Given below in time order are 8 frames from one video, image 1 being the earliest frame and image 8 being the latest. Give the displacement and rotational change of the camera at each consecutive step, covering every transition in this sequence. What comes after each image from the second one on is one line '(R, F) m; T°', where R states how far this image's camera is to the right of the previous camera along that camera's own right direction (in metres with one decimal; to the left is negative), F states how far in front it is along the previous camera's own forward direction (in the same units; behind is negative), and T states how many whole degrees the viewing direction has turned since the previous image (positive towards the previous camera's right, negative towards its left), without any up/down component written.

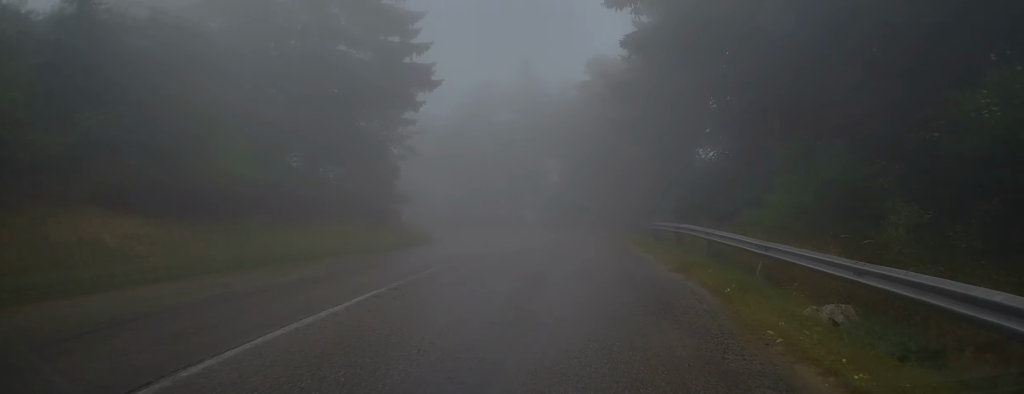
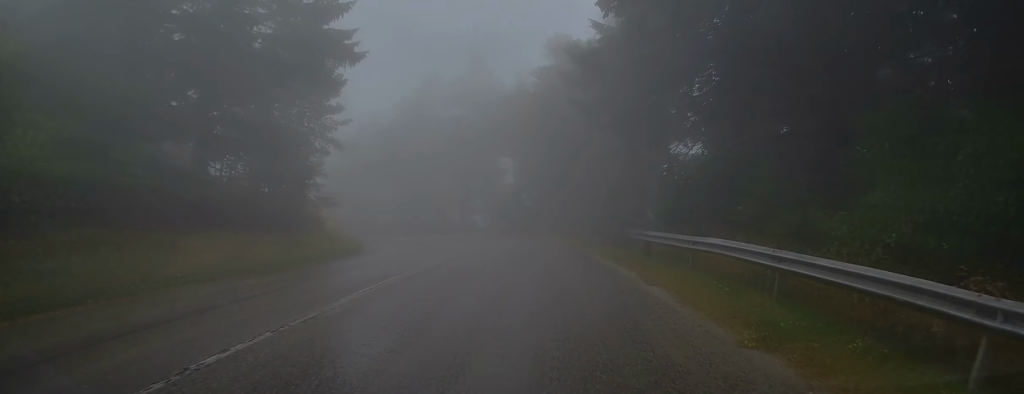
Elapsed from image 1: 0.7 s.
(+0.1, +6.4) m; +1°
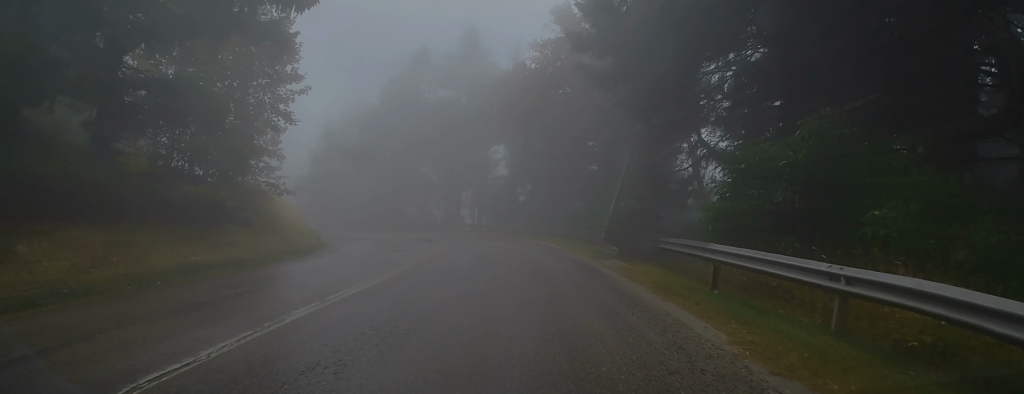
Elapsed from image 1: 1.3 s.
(+0.1, +5.9) m; +1°
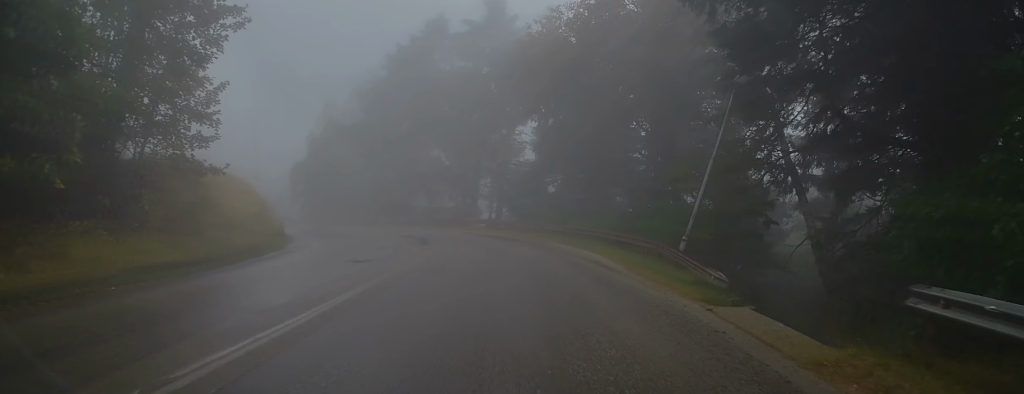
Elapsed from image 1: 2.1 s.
(0.0, +8.4) m; -2°
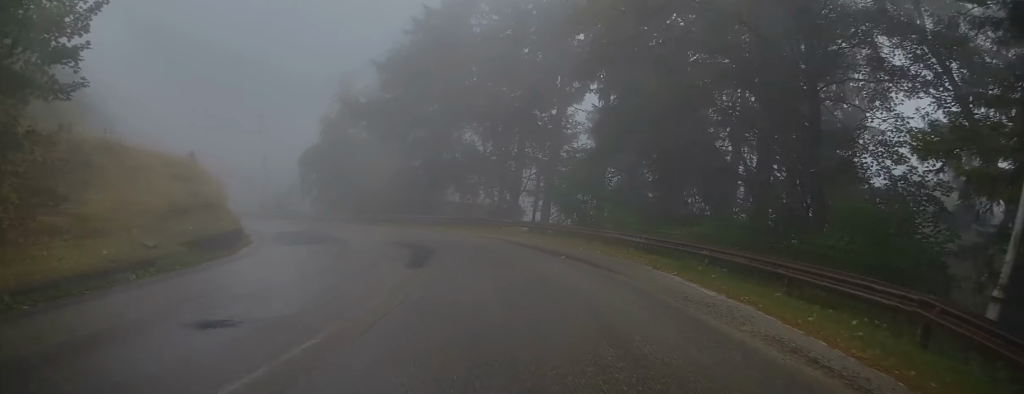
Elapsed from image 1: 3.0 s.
(-0.3, +8.6) m; -5°
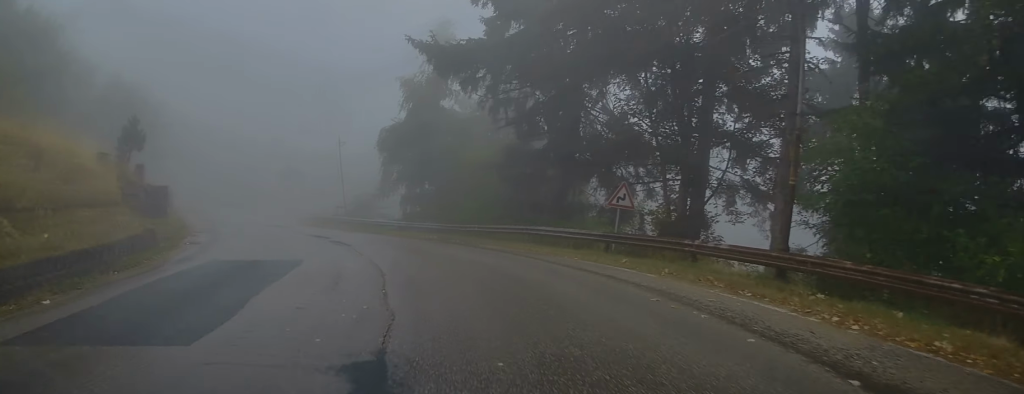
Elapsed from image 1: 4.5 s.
(-1.6, +14.1) m; -15°
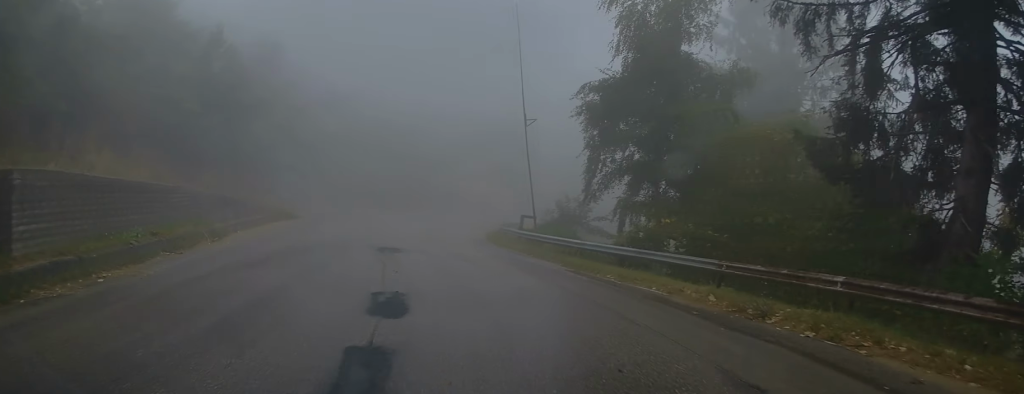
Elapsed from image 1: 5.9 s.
(-2.2, +14.3) m; -15°
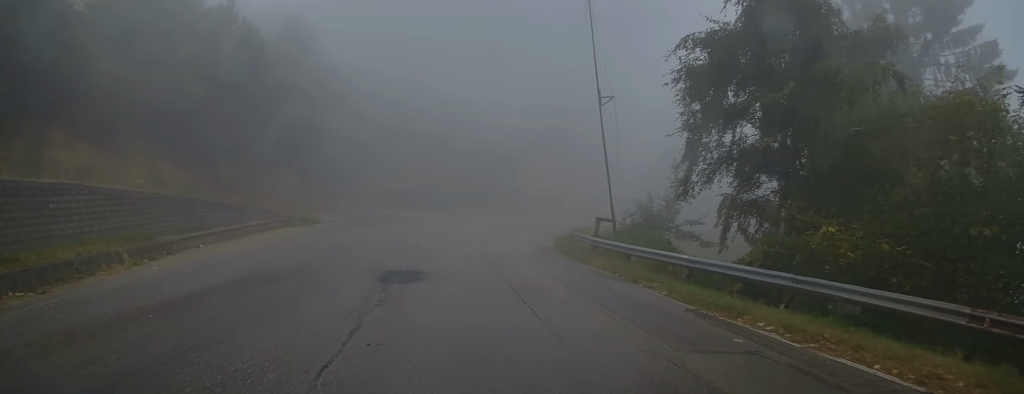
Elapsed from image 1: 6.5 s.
(-0.3, +6.2) m; -3°
